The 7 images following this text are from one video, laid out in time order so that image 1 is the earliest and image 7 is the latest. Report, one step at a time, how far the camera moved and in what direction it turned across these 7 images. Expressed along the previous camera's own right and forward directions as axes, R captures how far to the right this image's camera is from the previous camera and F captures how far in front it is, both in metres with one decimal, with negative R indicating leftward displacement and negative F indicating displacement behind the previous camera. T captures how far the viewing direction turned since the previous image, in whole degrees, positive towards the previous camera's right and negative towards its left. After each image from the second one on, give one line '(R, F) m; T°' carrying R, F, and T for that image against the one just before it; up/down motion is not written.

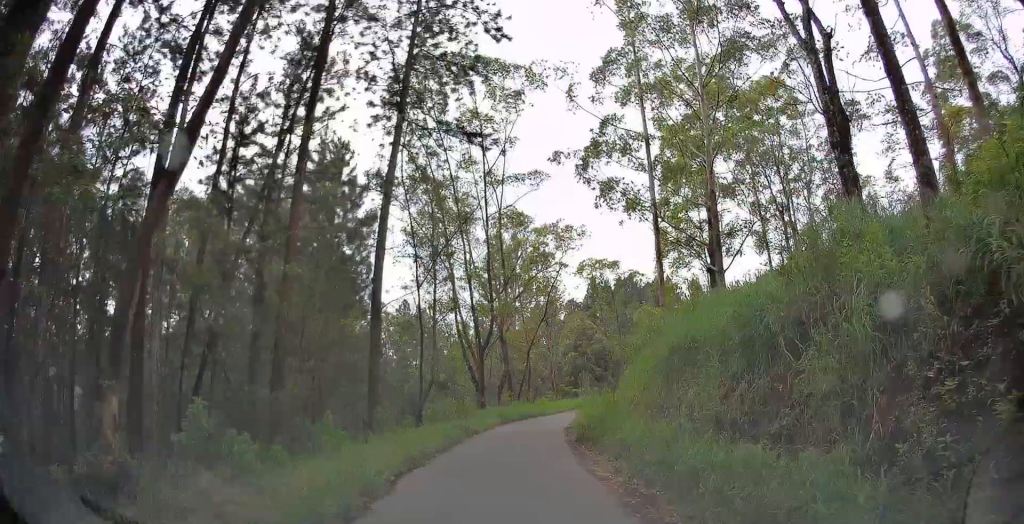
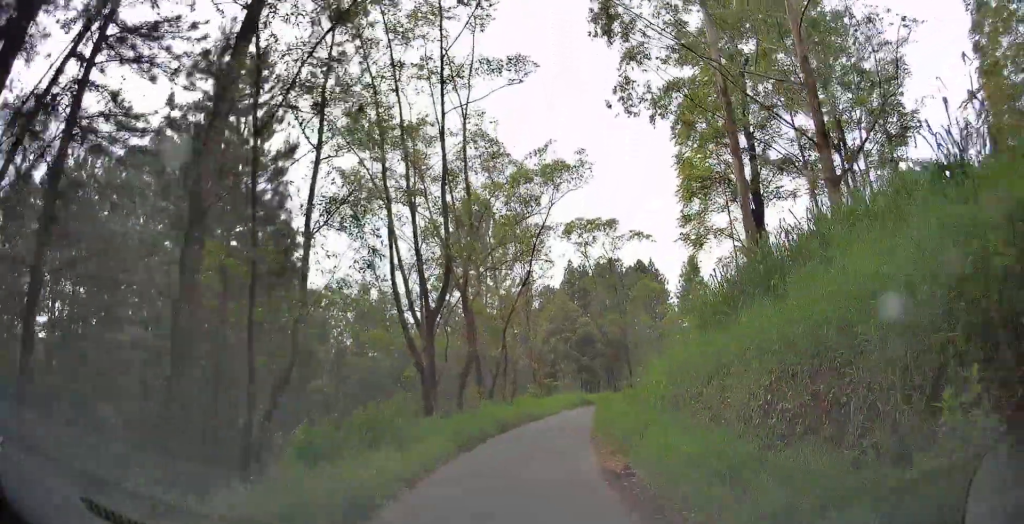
(0.0, +12.8) m; 0°
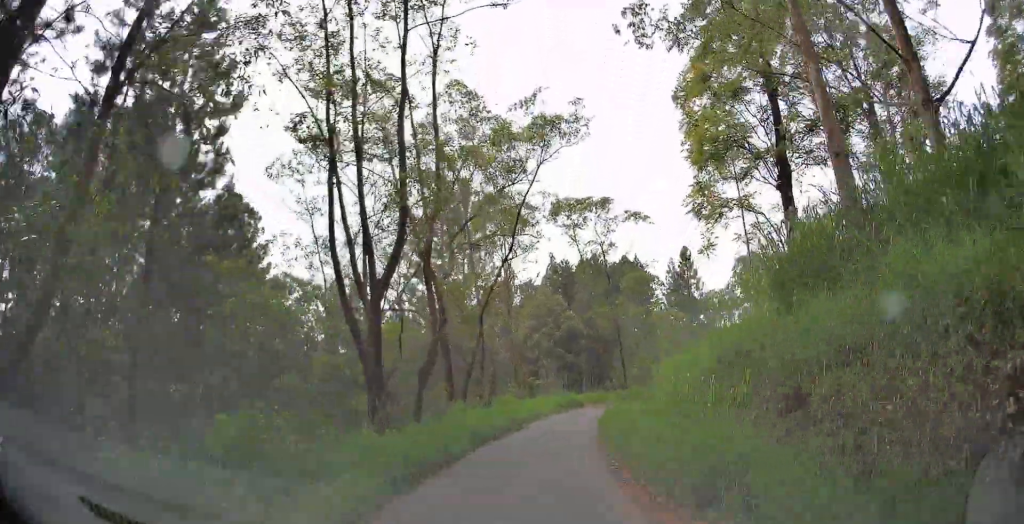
(0.0, +5.6) m; +1°
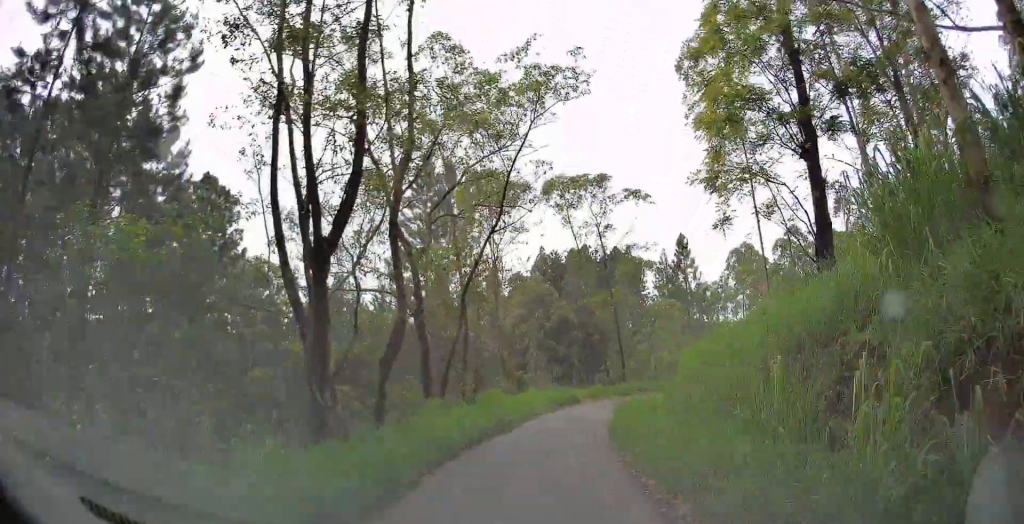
(0.0, +3.6) m; +1°
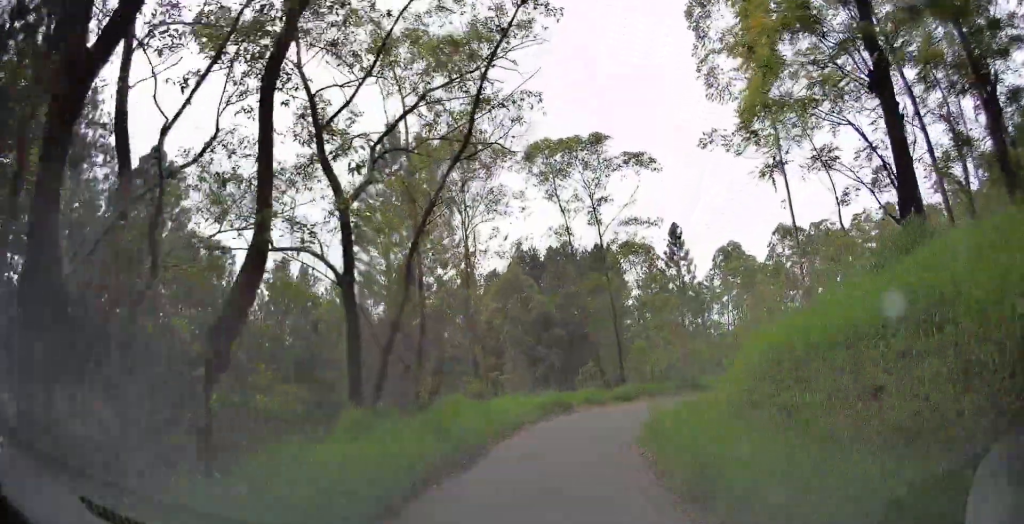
(+0.1, +7.1) m; +3°
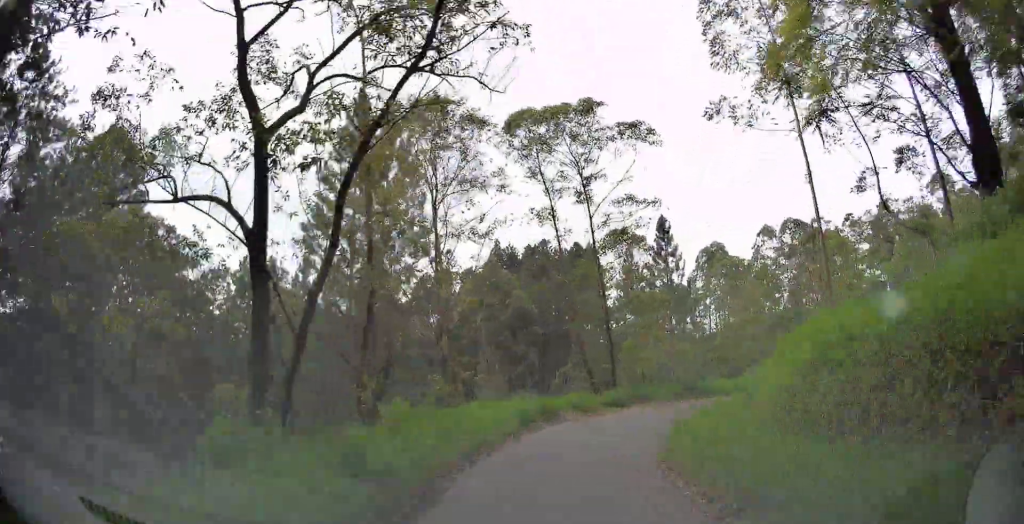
(+0.1, +4.4) m; +4°
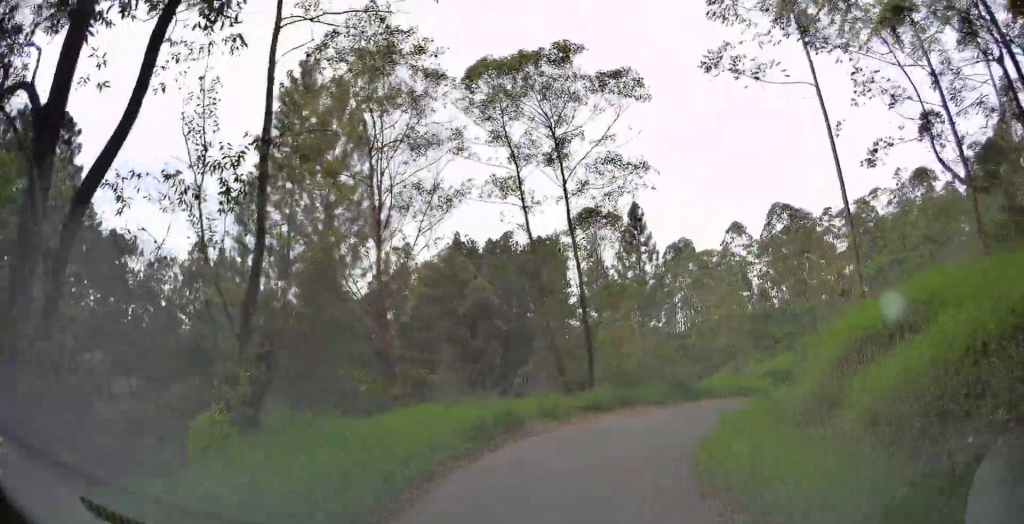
(-0.1, +5.1) m; +6°
